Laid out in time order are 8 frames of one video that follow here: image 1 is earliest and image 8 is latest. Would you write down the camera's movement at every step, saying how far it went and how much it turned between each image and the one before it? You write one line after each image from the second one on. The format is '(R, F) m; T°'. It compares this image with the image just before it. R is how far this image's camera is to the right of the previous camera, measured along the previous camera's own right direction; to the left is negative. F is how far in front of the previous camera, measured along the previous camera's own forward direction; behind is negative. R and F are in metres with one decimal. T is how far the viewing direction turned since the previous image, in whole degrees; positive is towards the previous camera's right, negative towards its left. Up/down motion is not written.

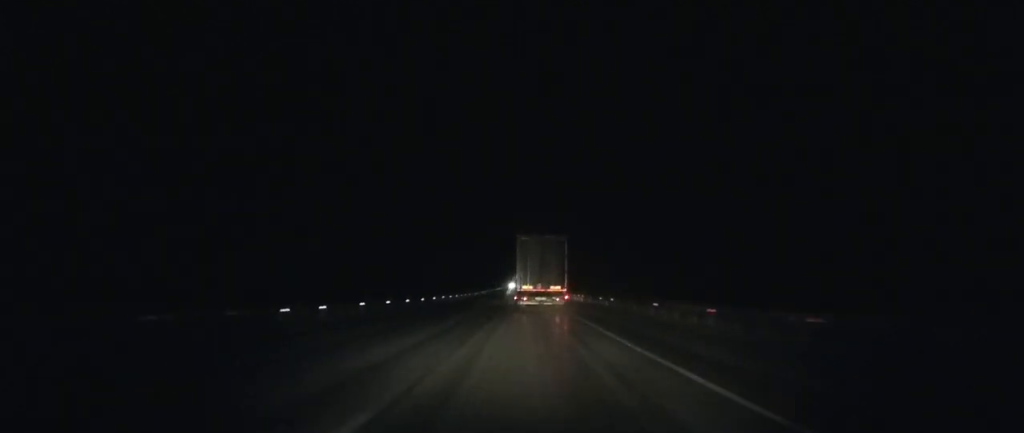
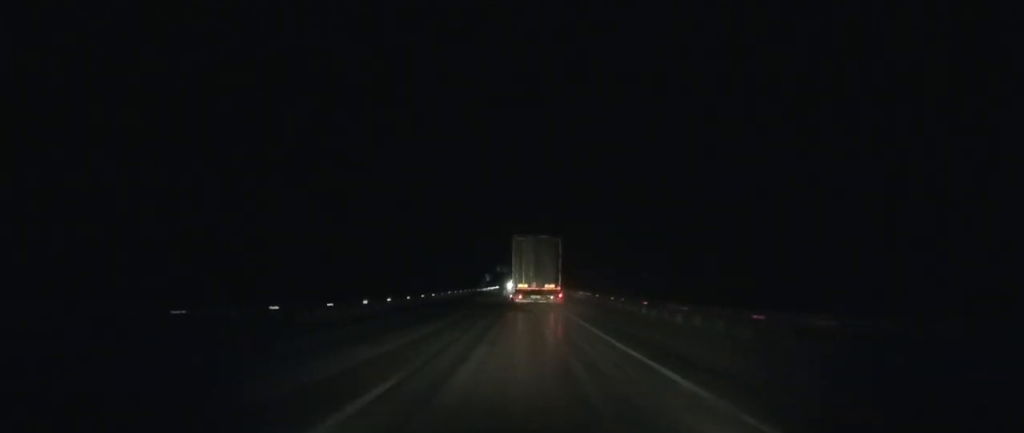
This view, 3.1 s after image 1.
(+0.2, +70.6) m; 0°
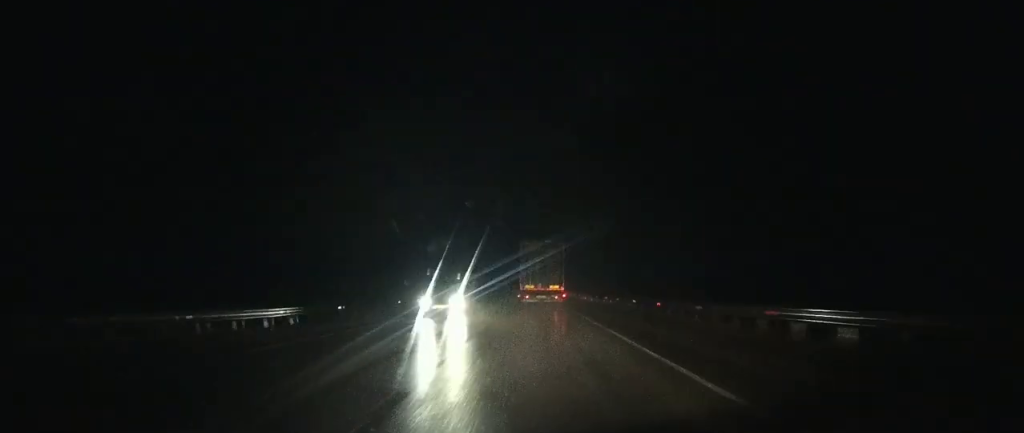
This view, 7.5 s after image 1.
(-0.9, +96.2) m; -1°
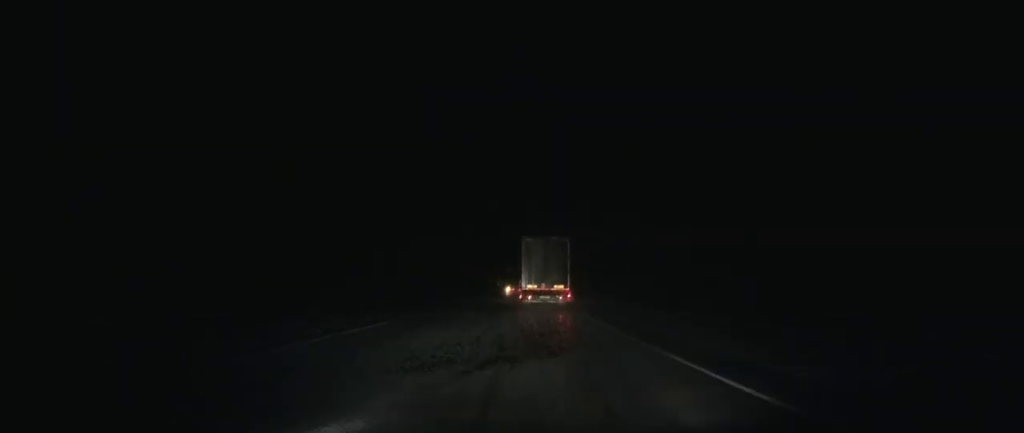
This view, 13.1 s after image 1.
(+0.3, +128.9) m; 0°
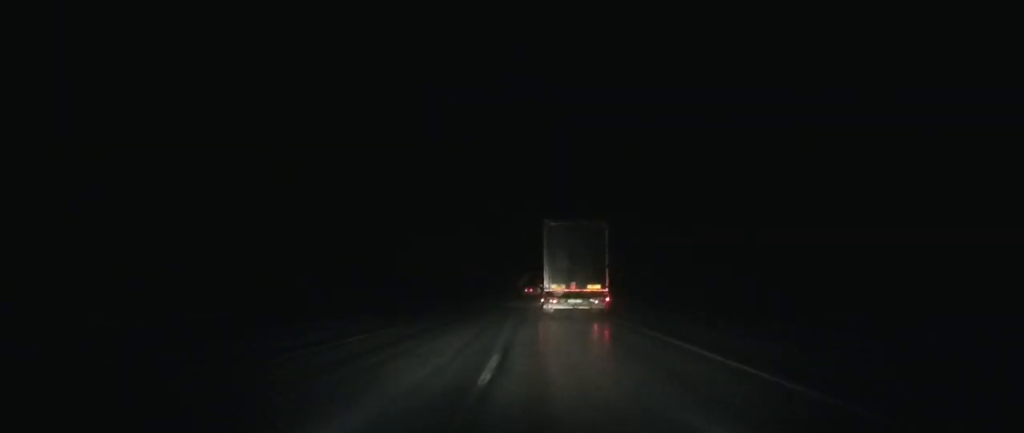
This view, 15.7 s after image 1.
(-0.4, +64.9) m; 0°
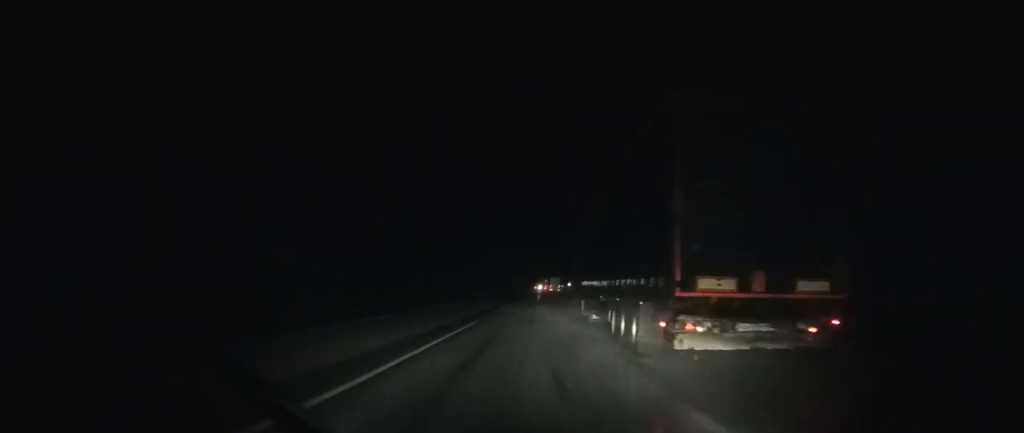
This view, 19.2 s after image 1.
(-0.2, +87.9) m; 0°
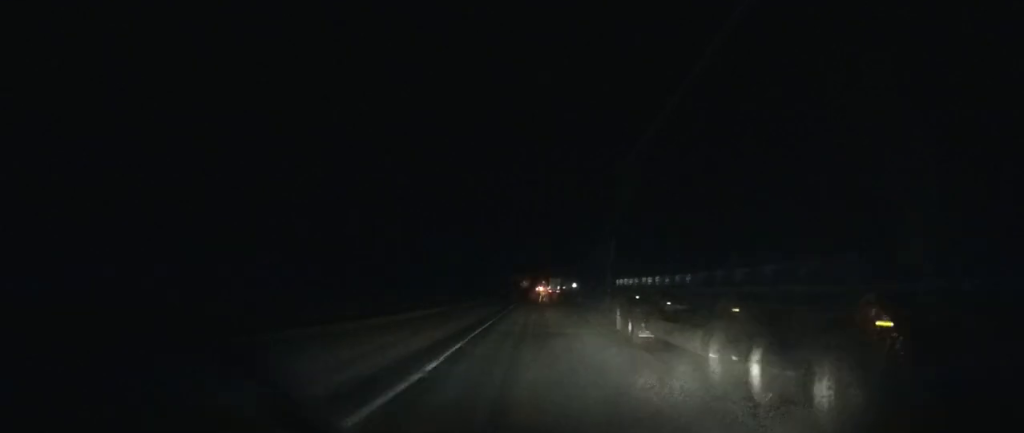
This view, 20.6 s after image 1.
(+0.1, +34.7) m; 0°
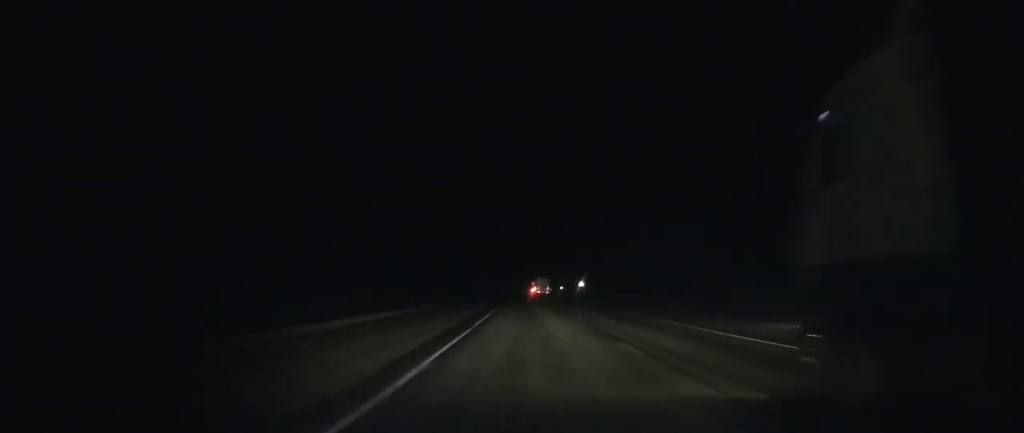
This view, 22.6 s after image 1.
(+0.1, +49.4) m; 0°
